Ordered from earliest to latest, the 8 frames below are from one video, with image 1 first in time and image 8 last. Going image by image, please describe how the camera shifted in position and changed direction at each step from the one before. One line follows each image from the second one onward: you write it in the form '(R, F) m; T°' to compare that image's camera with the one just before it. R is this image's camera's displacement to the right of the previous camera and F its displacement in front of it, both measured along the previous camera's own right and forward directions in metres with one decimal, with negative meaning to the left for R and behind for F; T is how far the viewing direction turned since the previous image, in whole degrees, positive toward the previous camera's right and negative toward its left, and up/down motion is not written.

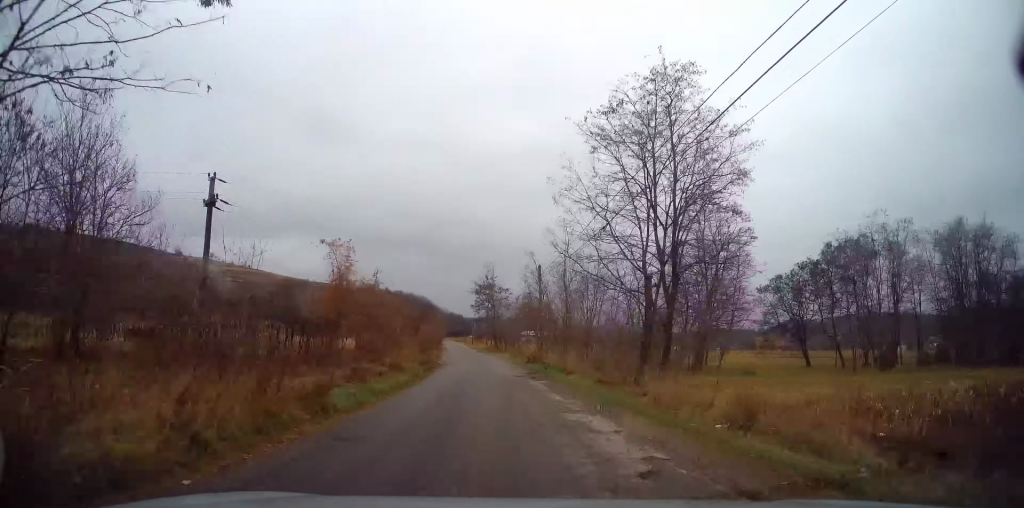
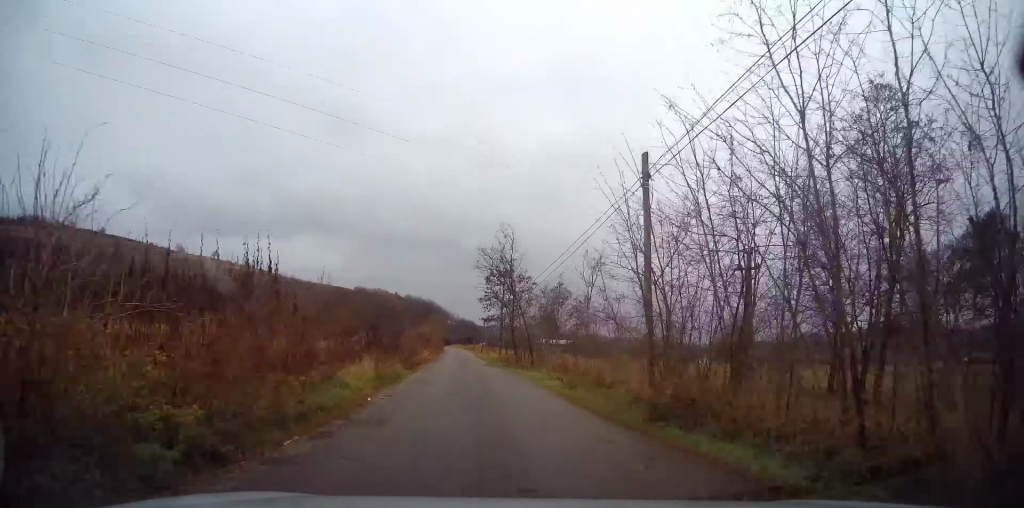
(-0.4, +22.6) m; -3°
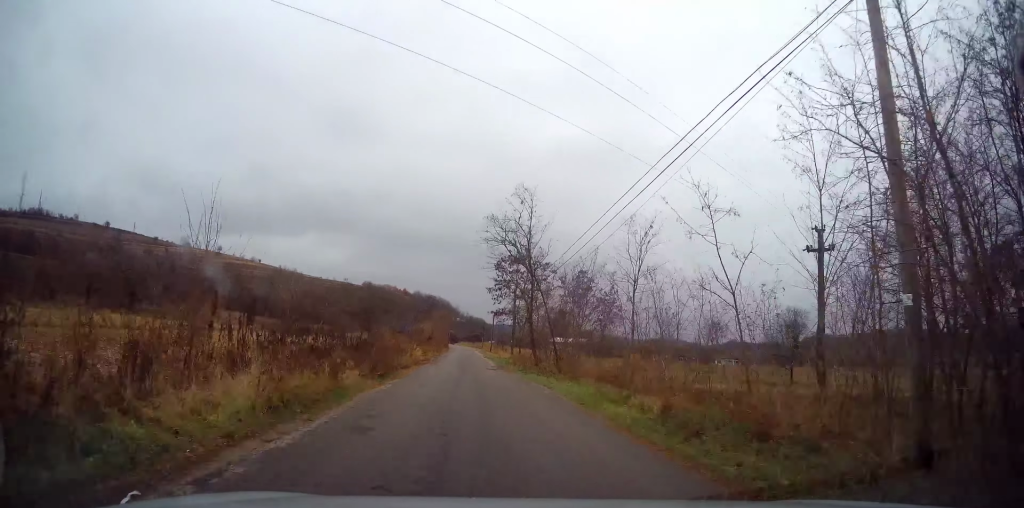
(0.0, +8.8) m; -1°
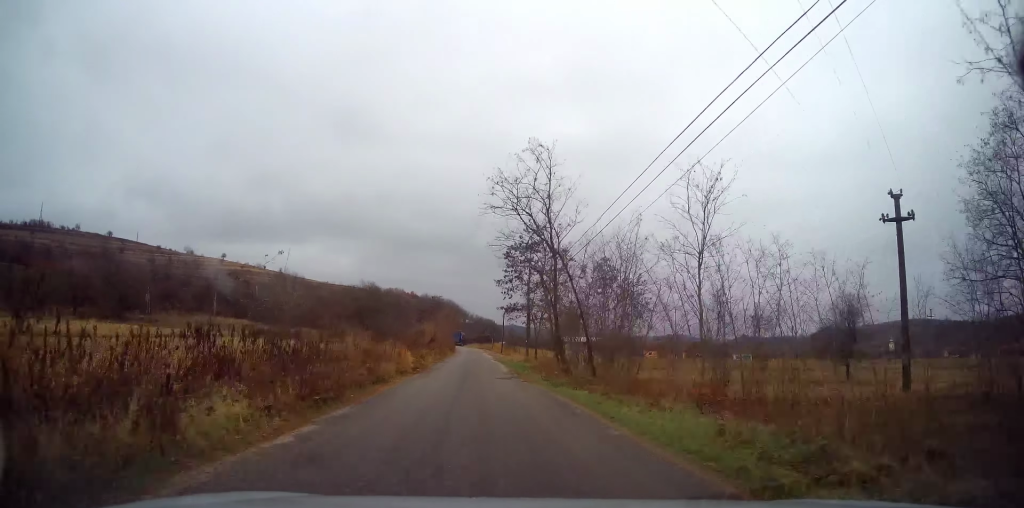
(-0.2, +7.1) m; -1°
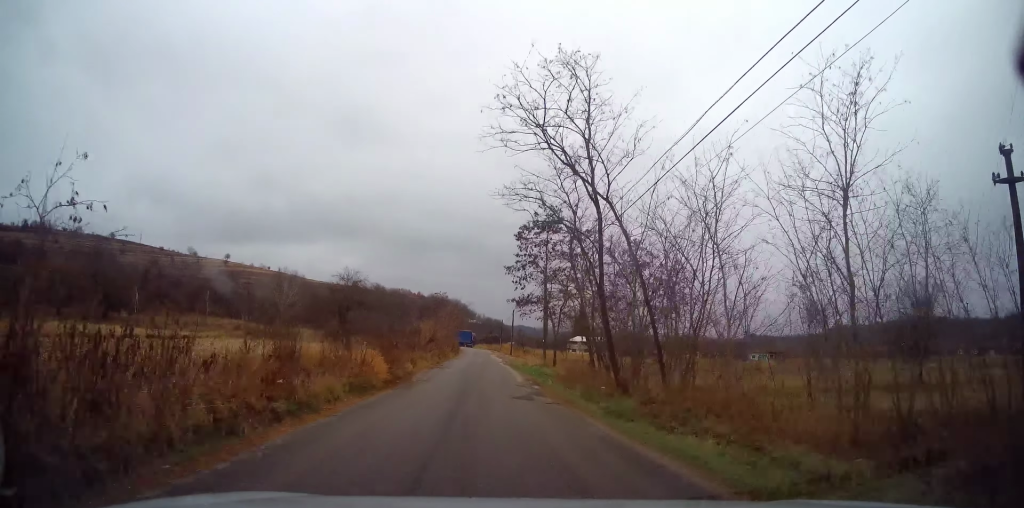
(-0.1, +7.7) m; -1°
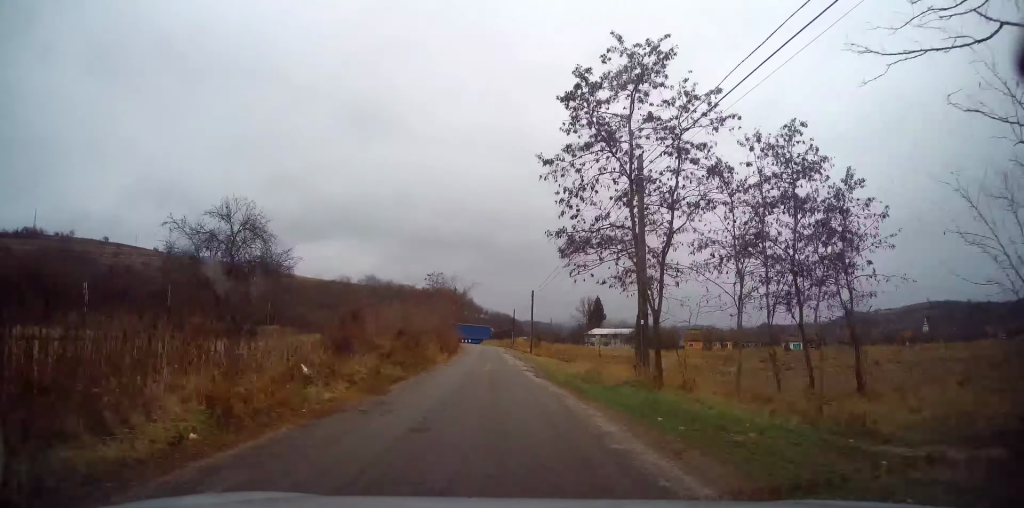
(-0.1, +20.3) m; 0°
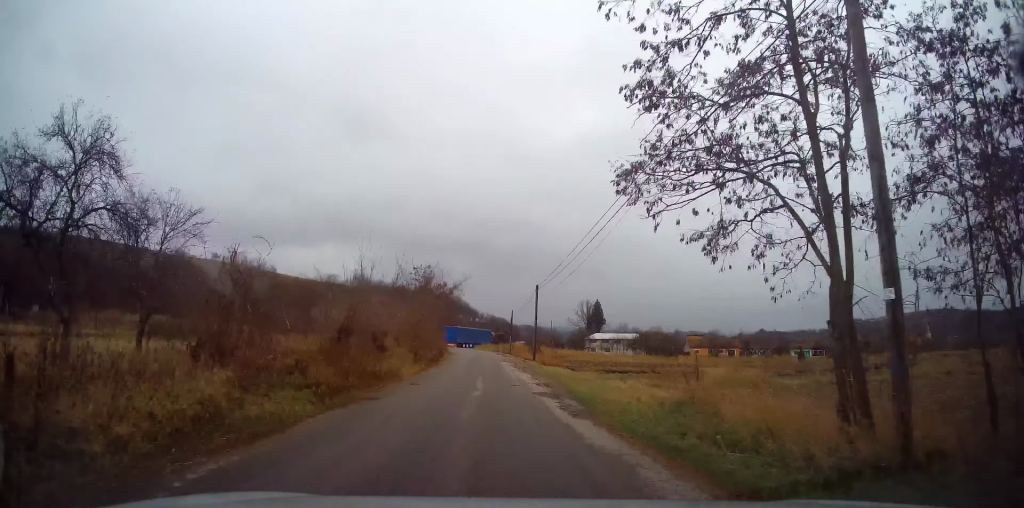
(0.0, +9.3) m; 0°
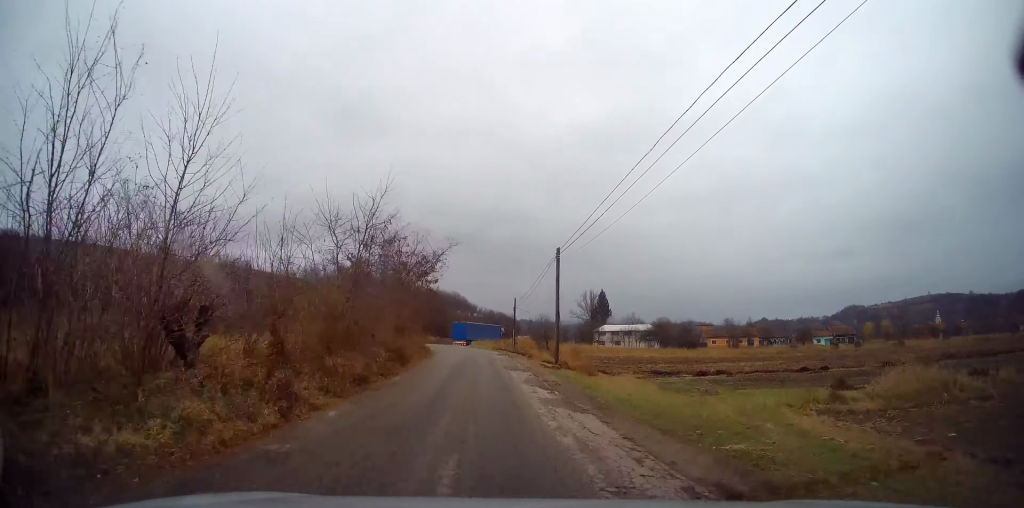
(0.0, +13.9) m; -1°
